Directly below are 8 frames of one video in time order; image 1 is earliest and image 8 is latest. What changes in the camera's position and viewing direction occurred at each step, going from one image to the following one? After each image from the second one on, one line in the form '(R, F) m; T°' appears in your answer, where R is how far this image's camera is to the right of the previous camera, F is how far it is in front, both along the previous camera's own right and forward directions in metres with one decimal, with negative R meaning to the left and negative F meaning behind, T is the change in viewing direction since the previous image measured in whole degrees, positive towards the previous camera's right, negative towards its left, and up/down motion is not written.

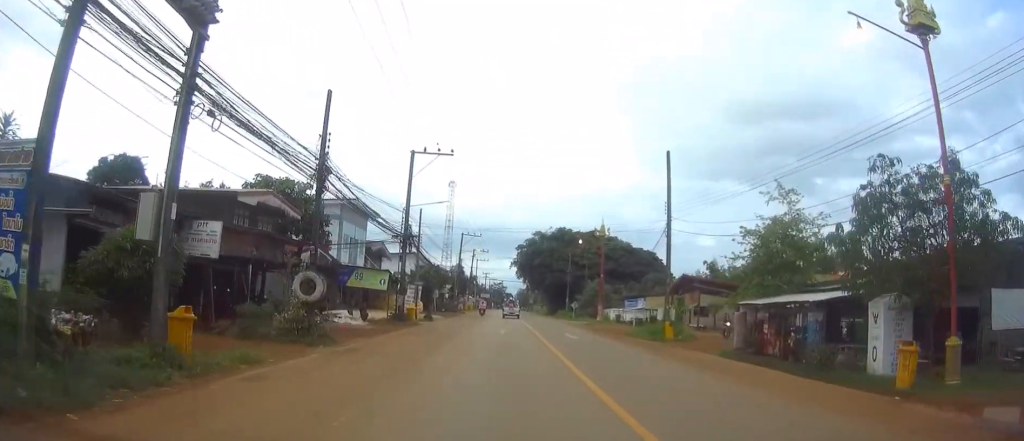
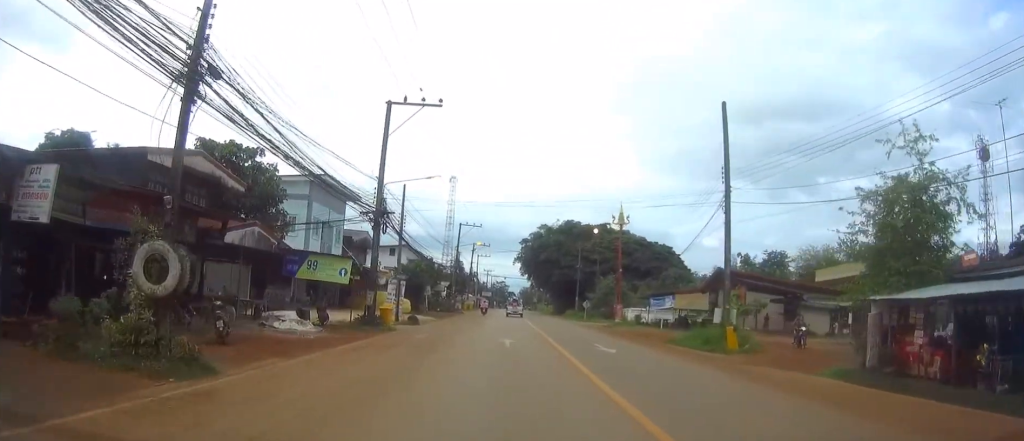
(0.0, +9.8) m; 0°
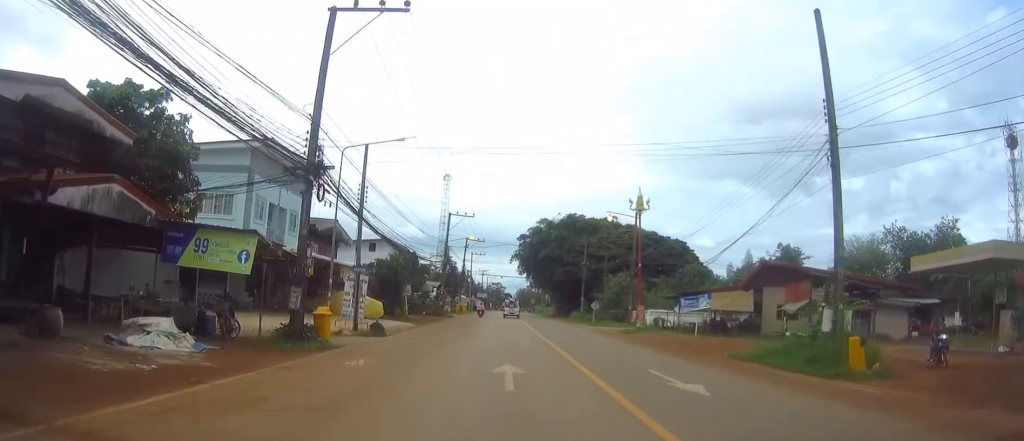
(+0.1, +10.2) m; 0°
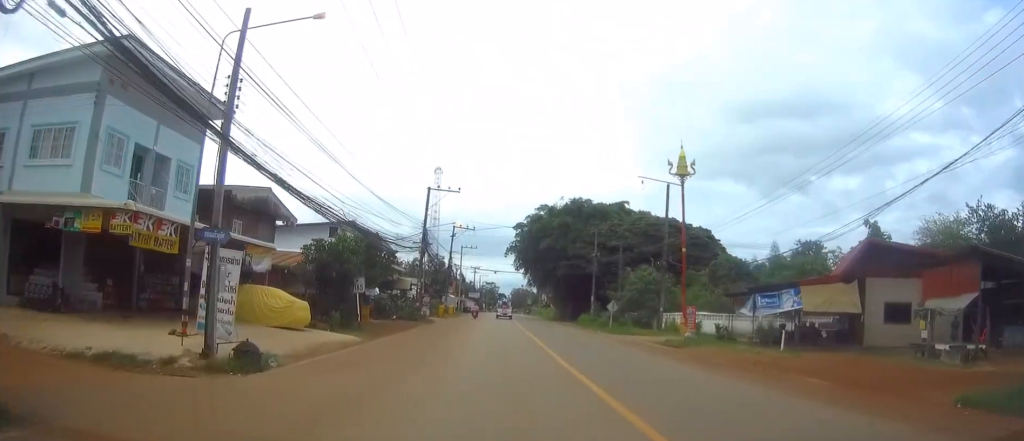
(0.0, +14.1) m; 0°
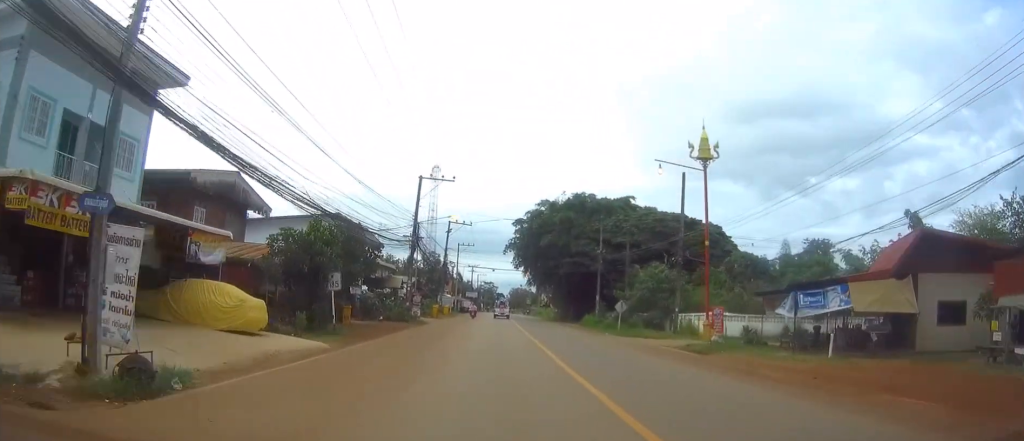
(0.0, +5.0) m; 0°
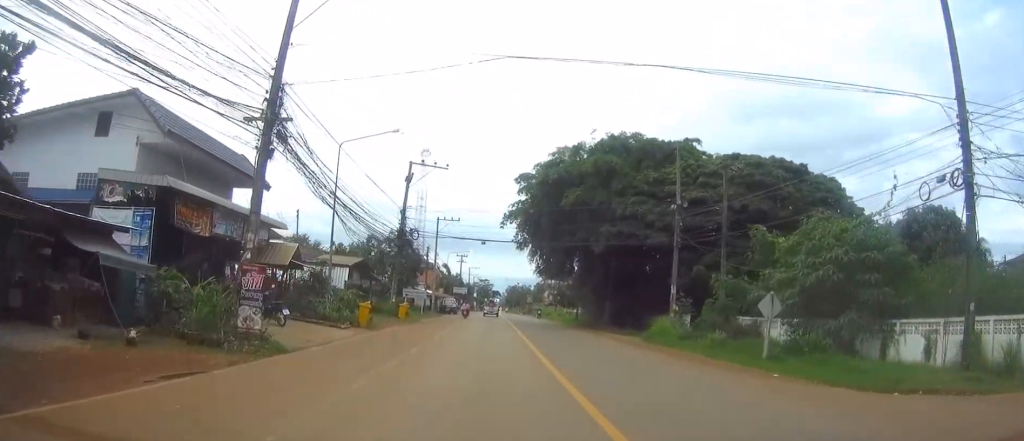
(+0.6, +29.1) m; +1°
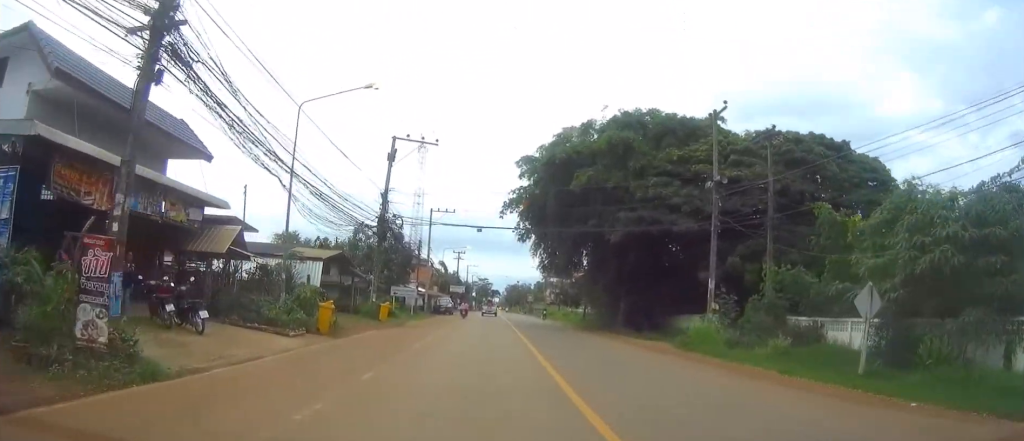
(-0.1, +6.4) m; 0°
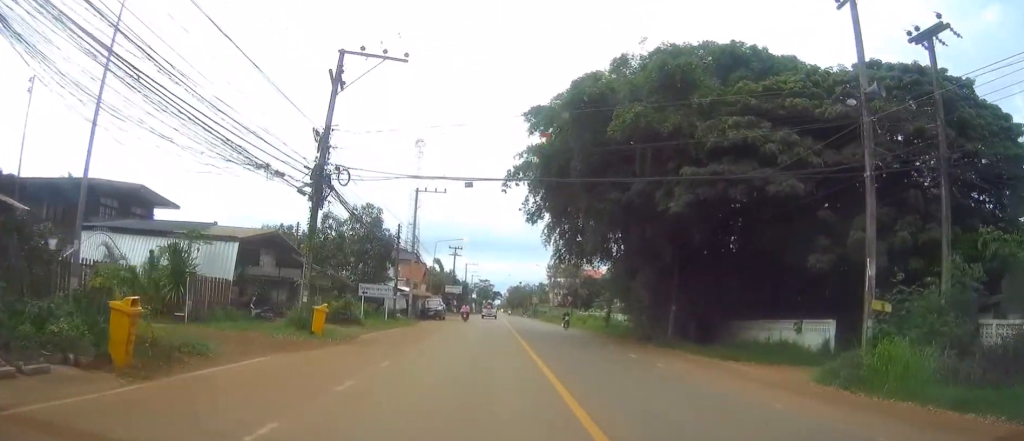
(+0.1, +13.3) m; +1°
